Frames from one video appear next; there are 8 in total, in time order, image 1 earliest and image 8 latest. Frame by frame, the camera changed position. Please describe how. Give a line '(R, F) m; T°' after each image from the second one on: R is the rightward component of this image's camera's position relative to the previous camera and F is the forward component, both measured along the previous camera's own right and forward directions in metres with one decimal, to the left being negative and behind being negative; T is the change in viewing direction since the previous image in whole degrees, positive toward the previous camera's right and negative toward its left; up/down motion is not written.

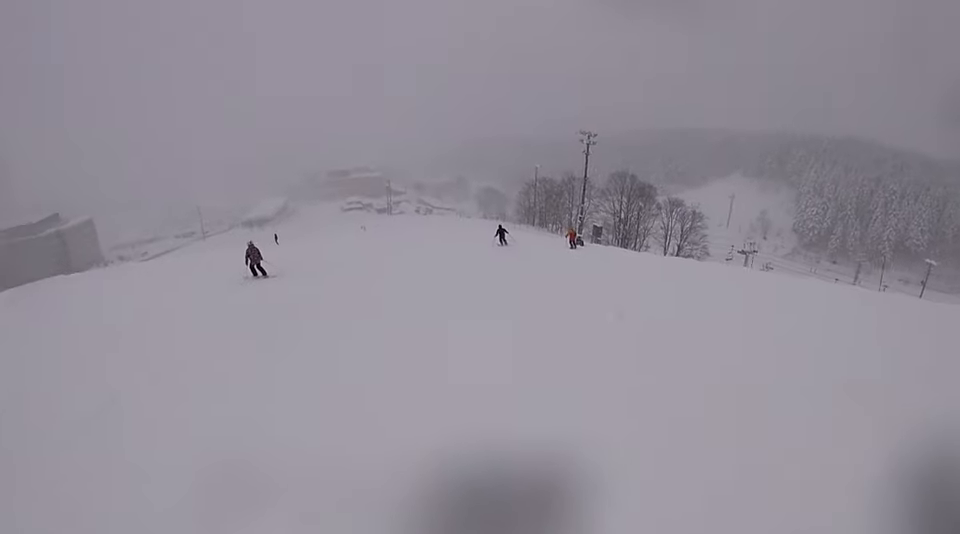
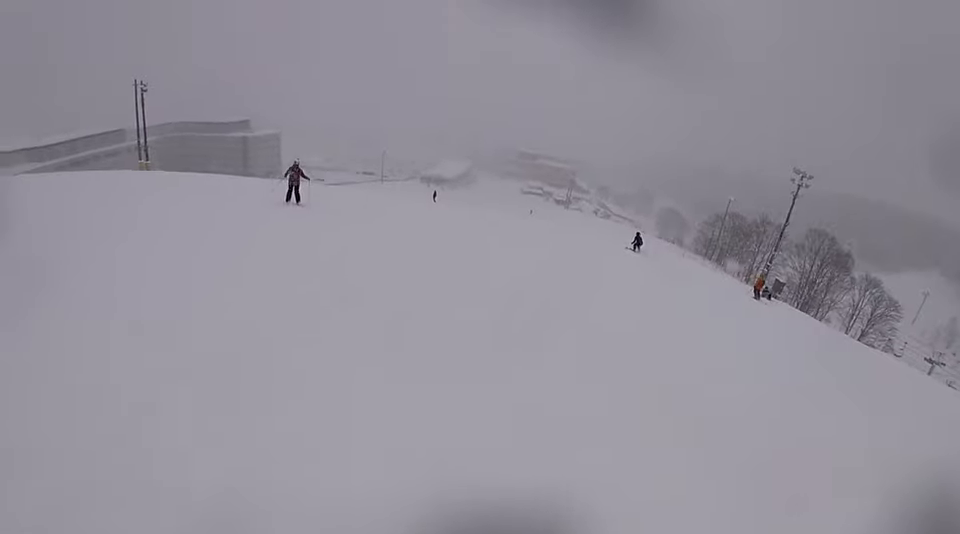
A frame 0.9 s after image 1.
(+0.5, +5.6) m; -6°
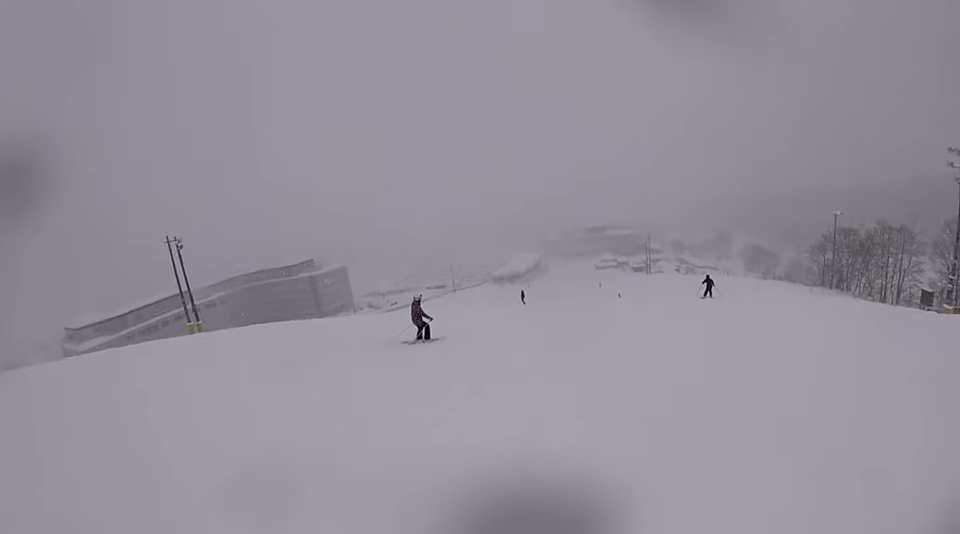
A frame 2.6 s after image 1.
(-4.2, +10.1) m; -11°
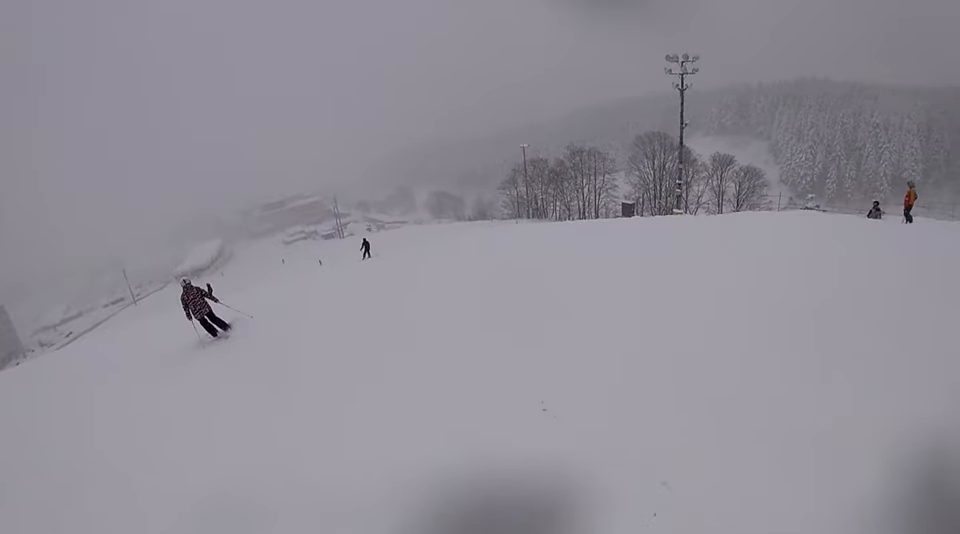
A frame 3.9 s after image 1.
(+3.0, +7.5) m; +16°
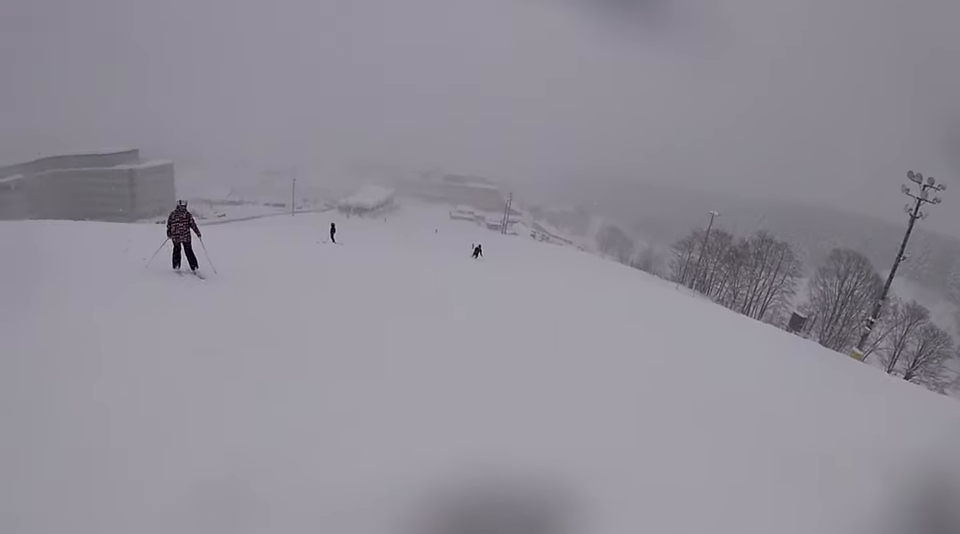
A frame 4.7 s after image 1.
(-0.6, +4.9) m; -8°
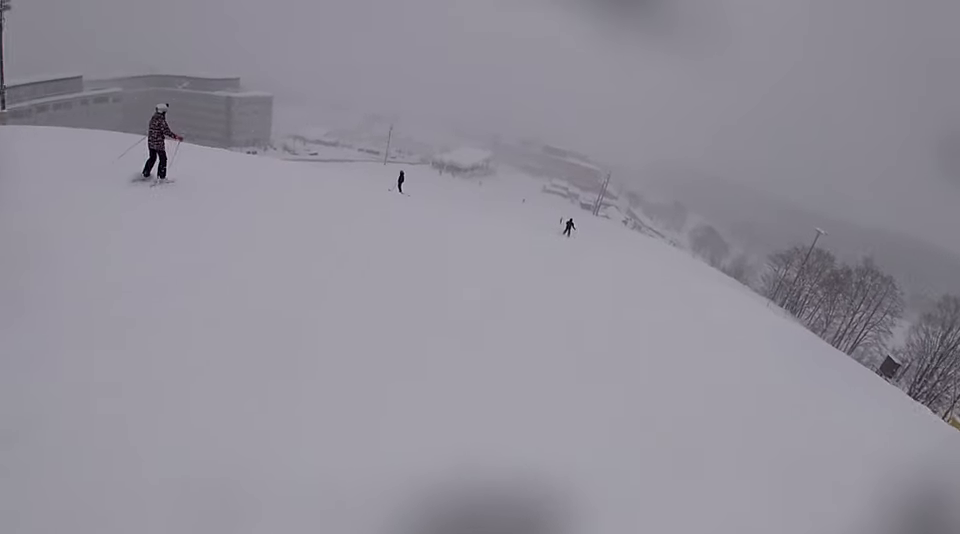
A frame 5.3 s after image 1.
(-0.1, +3.1) m; -1°
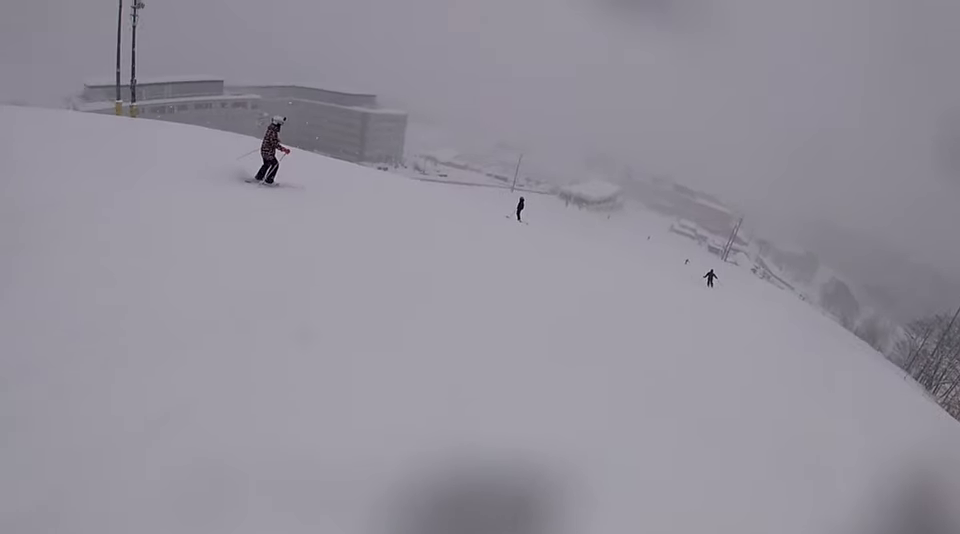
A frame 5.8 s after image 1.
(0.0, +2.7) m; -1°
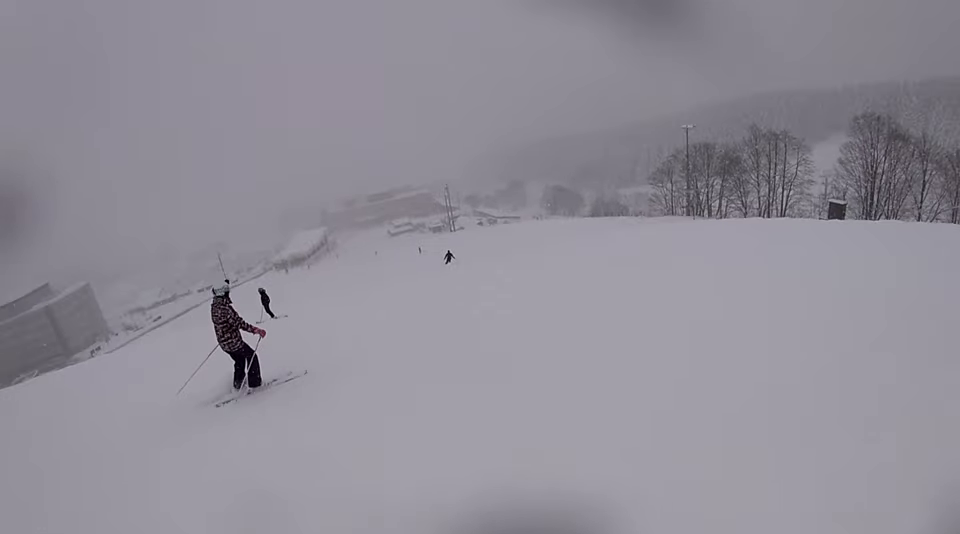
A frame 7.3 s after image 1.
(0.0, +8.4) m; +5°
